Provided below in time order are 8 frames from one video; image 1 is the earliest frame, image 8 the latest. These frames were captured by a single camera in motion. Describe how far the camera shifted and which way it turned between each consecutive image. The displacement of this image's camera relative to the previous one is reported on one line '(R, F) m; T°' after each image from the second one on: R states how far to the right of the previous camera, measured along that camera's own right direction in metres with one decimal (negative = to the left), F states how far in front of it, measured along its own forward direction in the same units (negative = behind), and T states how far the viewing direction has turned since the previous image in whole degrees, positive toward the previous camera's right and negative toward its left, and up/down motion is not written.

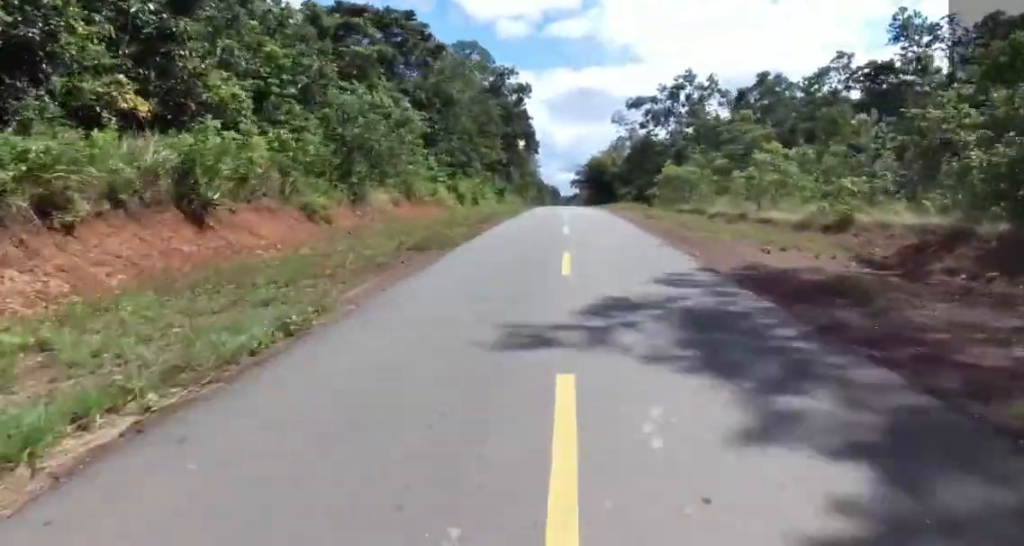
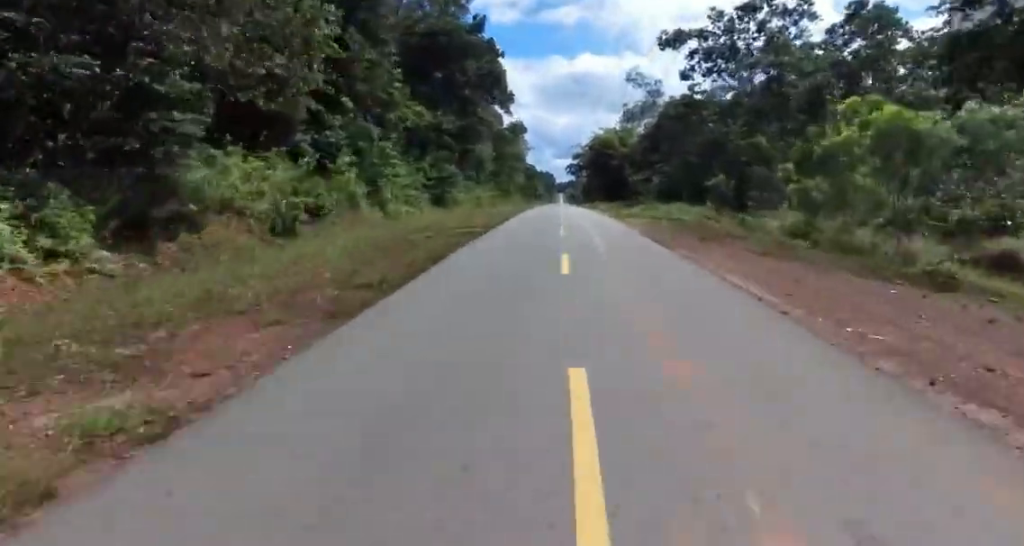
(-0.9, +41.4) m; -1°
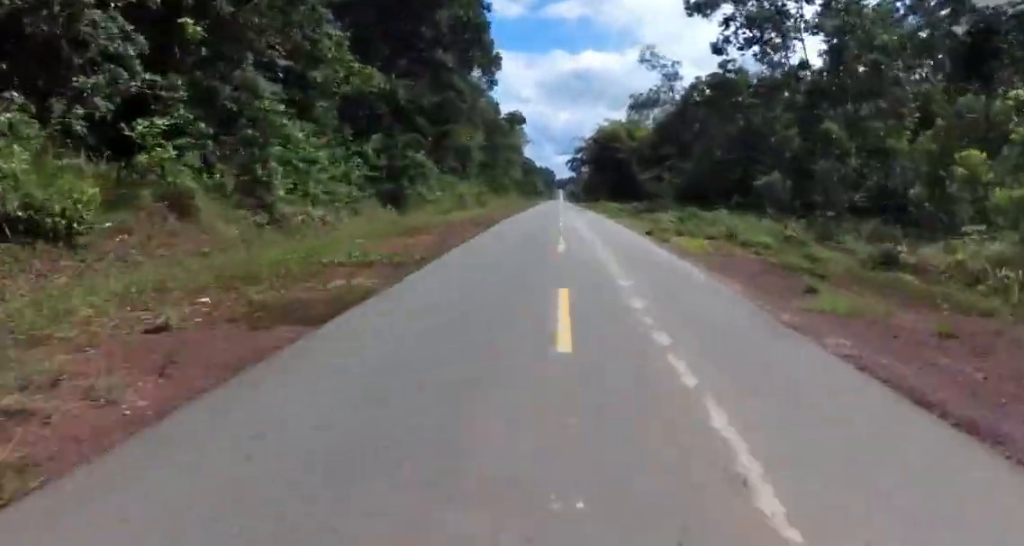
(0.0, +13.5) m; 0°
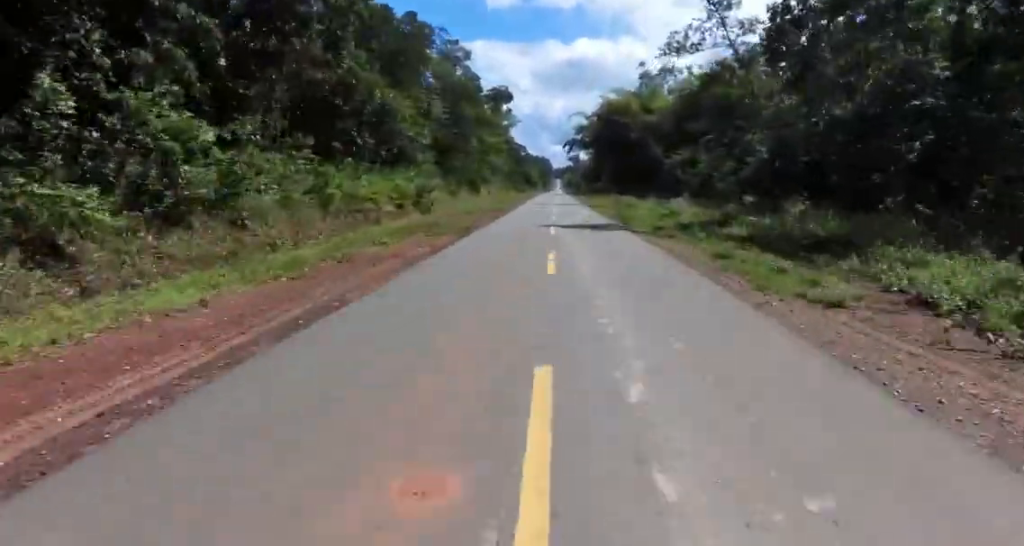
(+0.3, +29.3) m; 0°
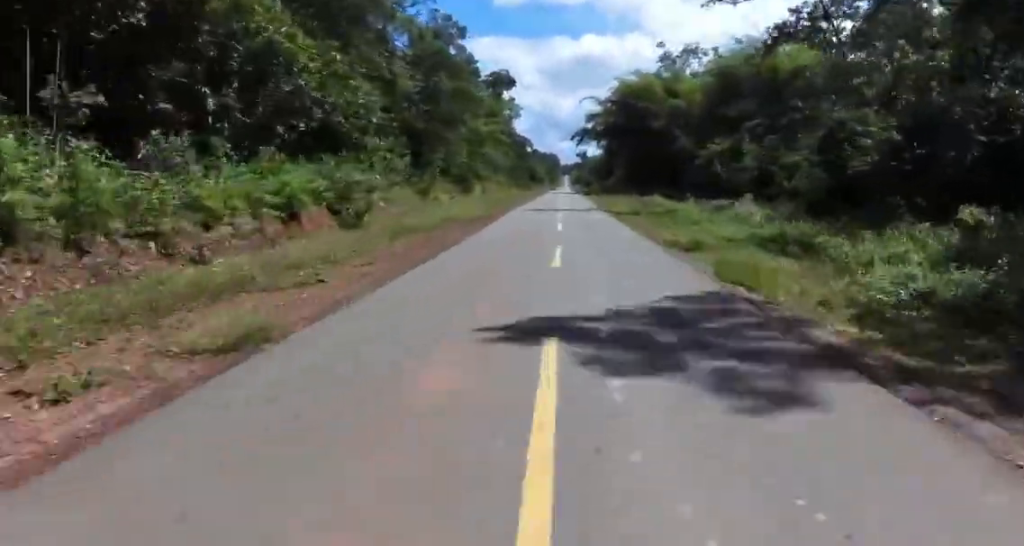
(-0.2, +14.8) m; -1°
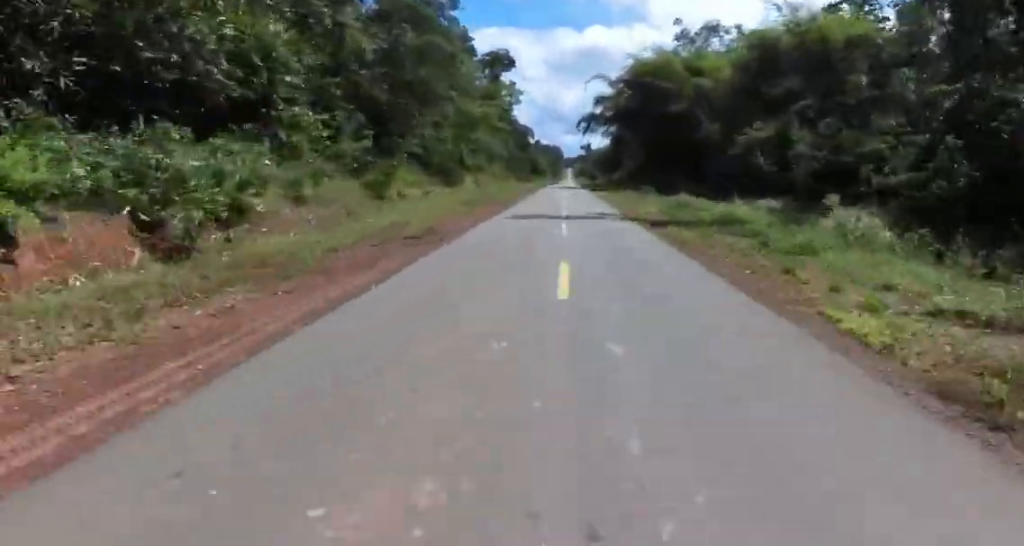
(0.0, +11.6) m; 0°
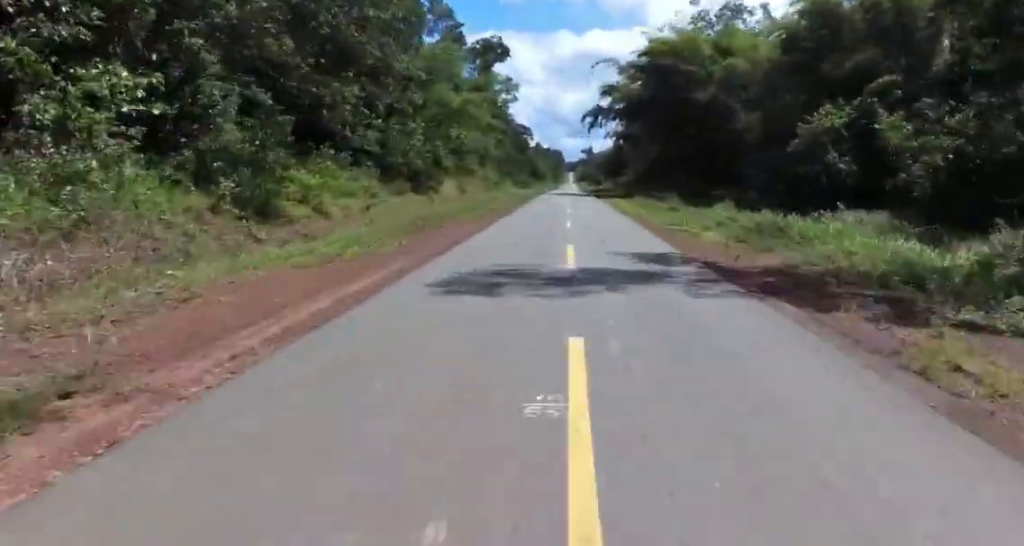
(-0.1, +13.5) m; +1°
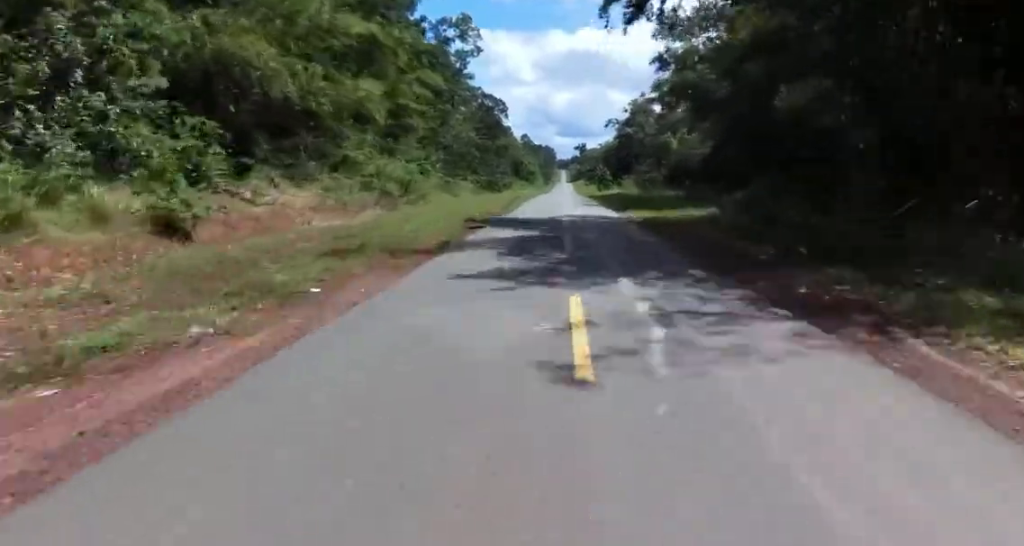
(+1.0, +47.8) m; +1°
